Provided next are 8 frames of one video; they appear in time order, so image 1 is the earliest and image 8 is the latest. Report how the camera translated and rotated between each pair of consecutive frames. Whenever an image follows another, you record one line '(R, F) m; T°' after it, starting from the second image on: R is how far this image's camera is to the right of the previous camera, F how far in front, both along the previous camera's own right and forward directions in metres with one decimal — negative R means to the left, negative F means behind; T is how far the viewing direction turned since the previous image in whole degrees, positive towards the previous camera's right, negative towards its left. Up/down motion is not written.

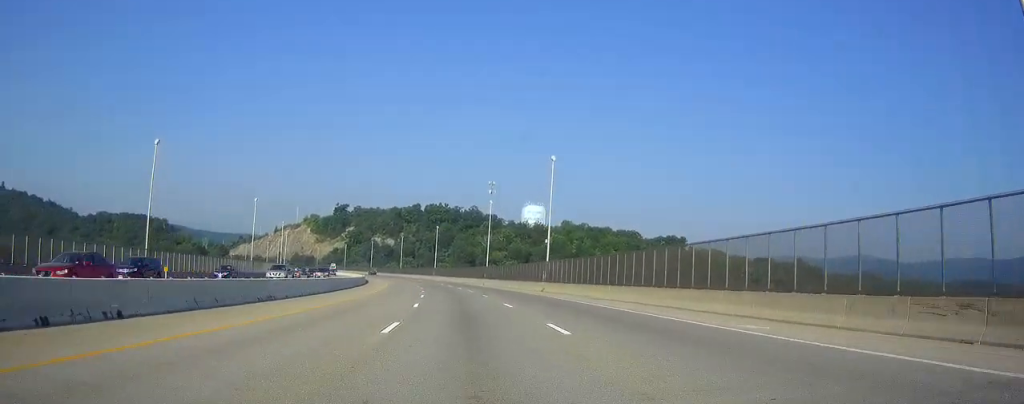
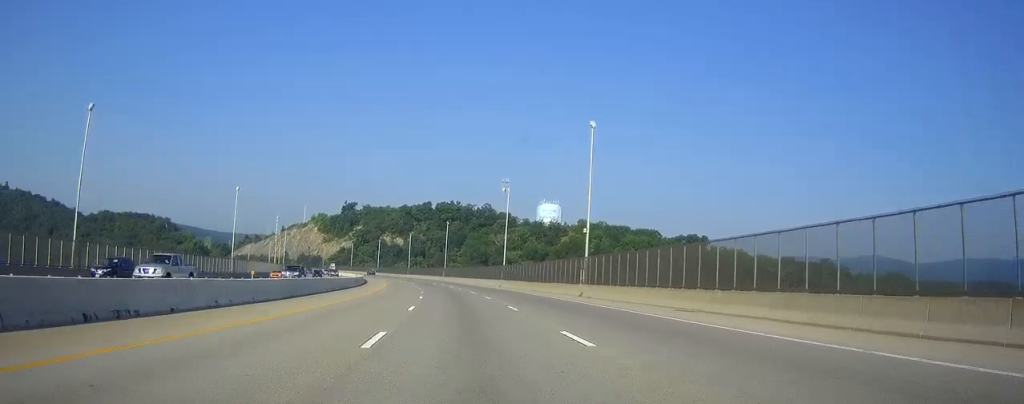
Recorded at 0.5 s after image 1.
(0.0, +14.9) m; 0°
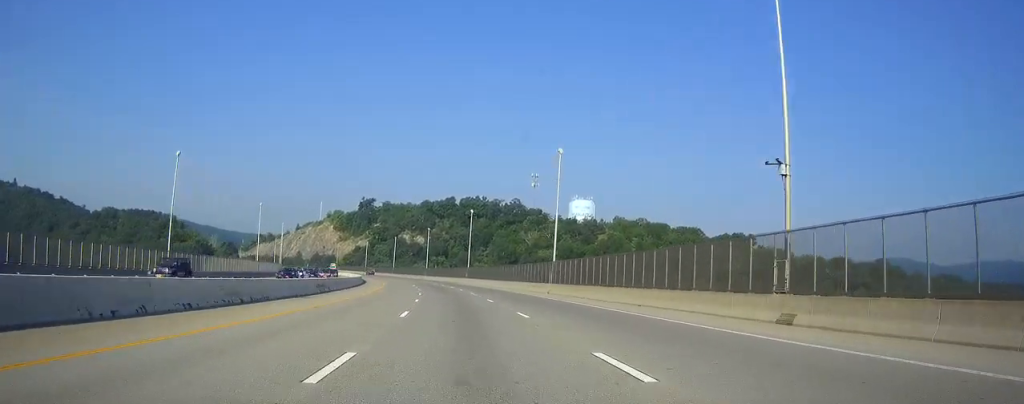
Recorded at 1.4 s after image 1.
(0.0, +28.8) m; 0°
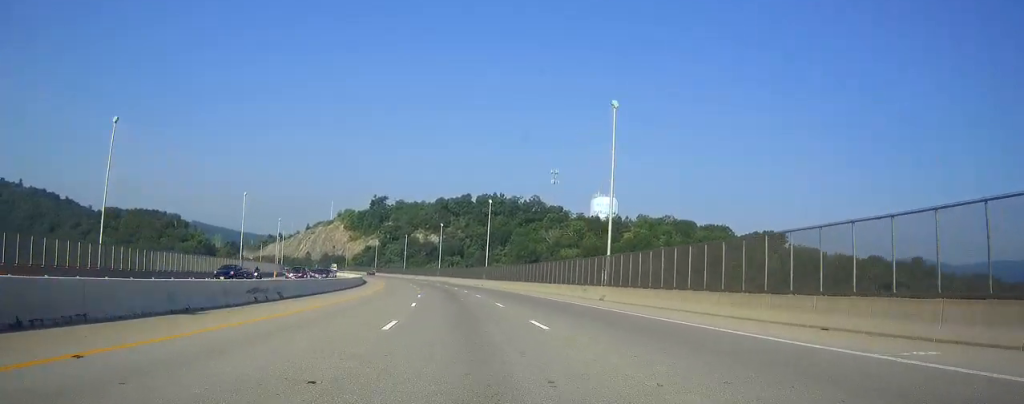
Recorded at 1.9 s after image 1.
(0.0, +17.1) m; 0°
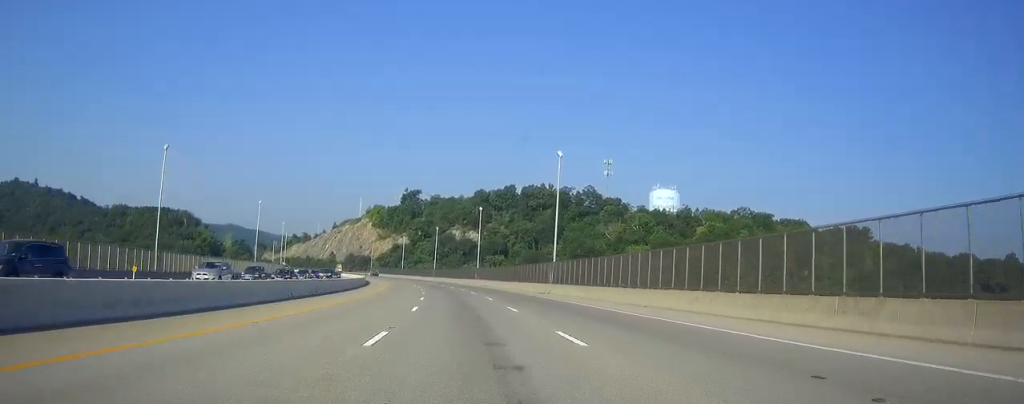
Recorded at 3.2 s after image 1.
(0.0, +40.5) m; -2°
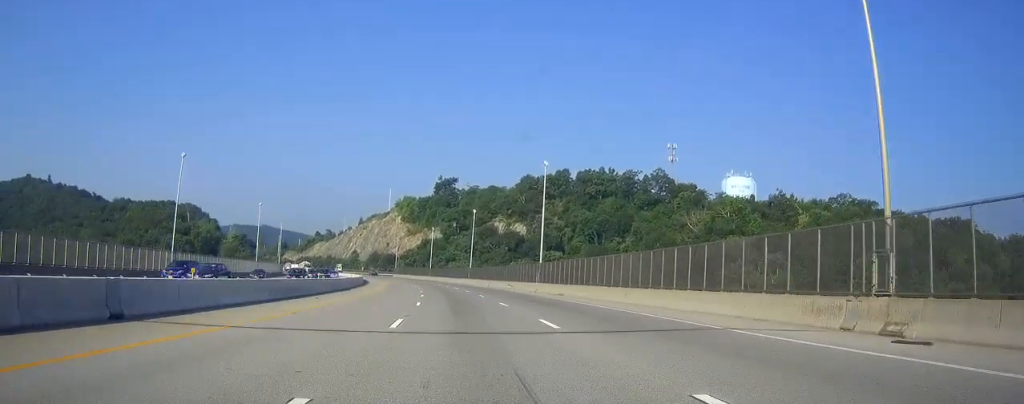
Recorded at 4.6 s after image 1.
(-3.1, +45.8) m; -7°
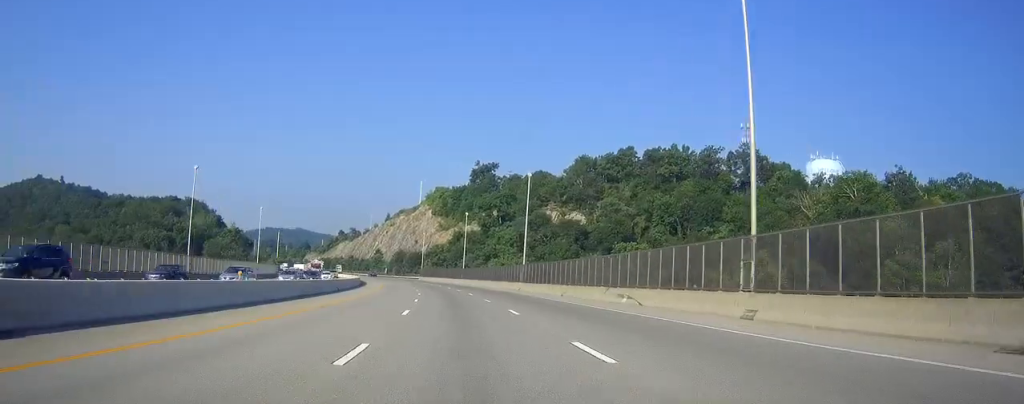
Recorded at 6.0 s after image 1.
(-0.8, +44.2) m; -3°
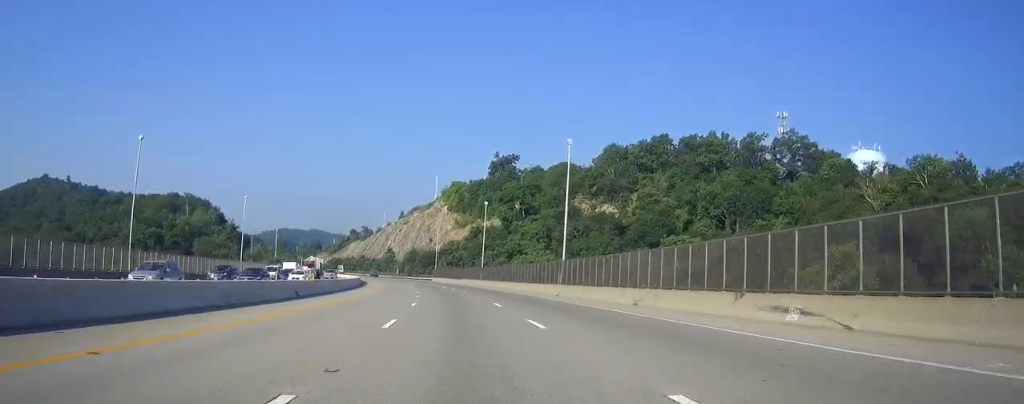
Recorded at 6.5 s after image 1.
(-0.3, +18.4) m; -2°
